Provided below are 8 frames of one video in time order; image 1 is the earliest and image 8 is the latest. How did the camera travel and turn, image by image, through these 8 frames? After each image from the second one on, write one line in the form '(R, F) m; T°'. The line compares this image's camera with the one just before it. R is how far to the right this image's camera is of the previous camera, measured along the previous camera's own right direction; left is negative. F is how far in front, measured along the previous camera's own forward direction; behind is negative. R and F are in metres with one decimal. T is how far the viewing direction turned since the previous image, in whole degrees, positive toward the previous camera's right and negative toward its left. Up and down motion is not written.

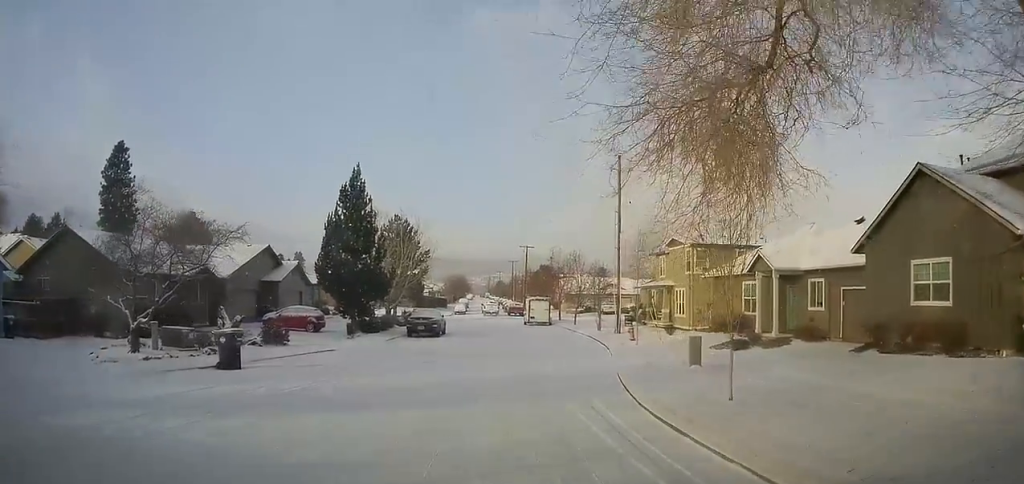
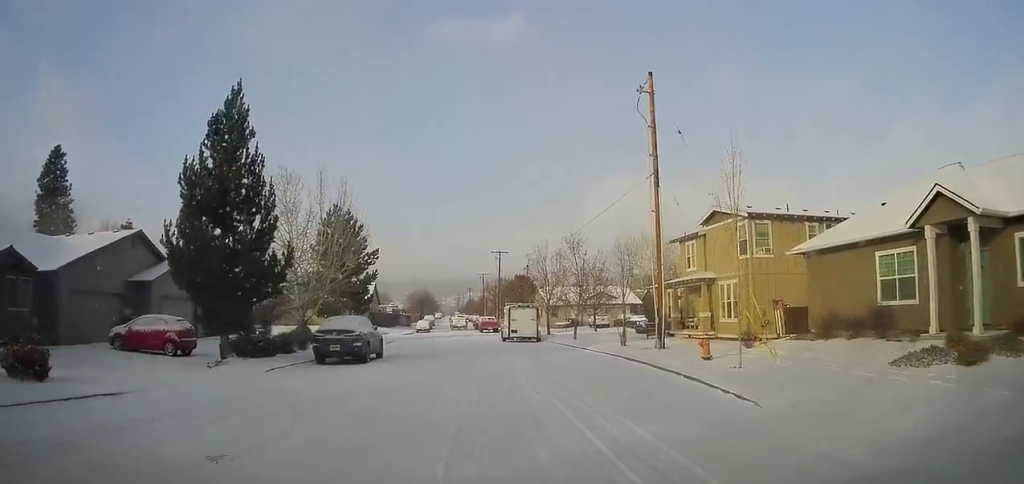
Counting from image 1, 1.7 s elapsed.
(+0.2, +13.0) m; +10°
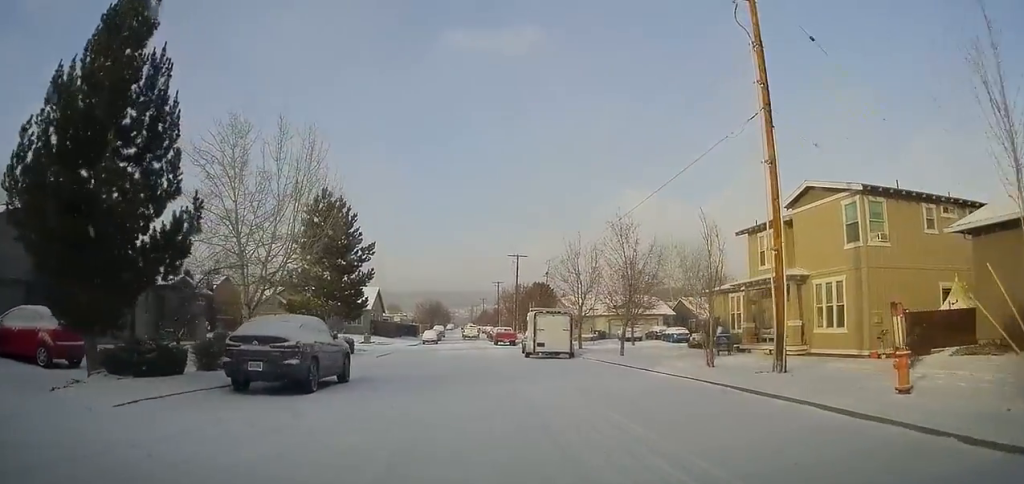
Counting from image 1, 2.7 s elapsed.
(+0.9, +8.1) m; +6°
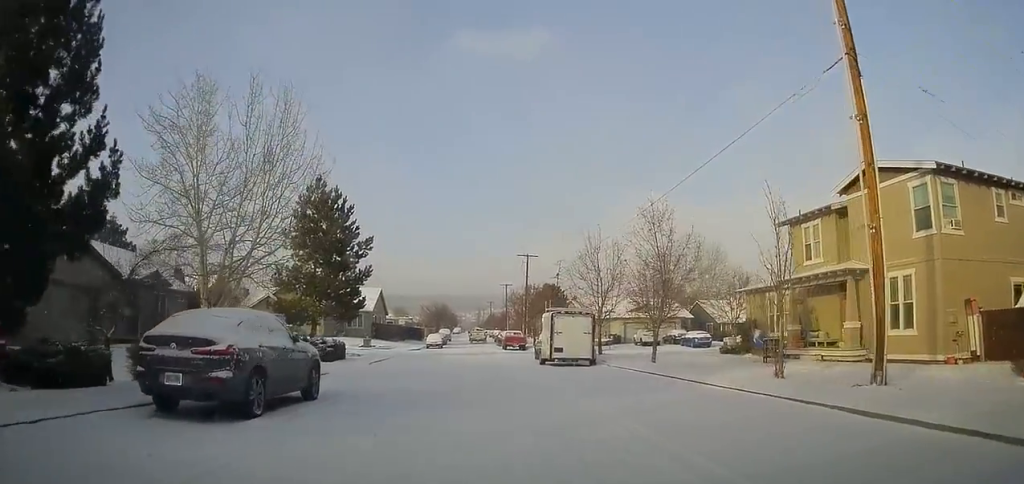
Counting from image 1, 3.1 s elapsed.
(+0.1, +3.8) m; 0°
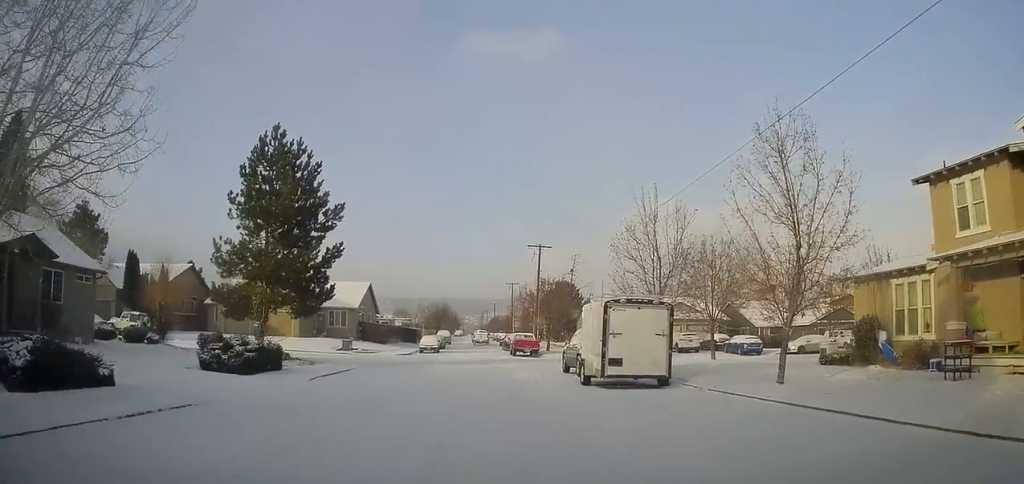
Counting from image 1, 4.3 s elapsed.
(-0.5, +9.9) m; -1°
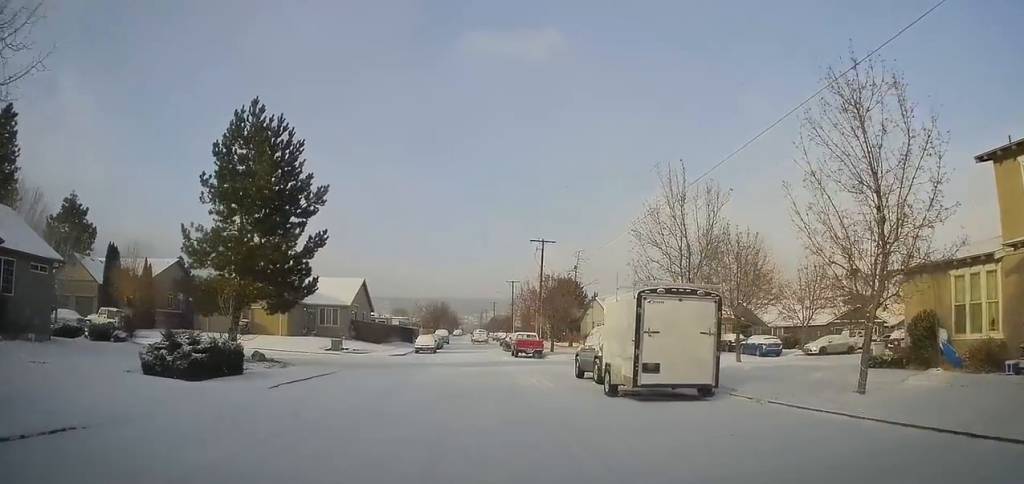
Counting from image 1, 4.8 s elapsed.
(-0.1, +3.3) m; +2°
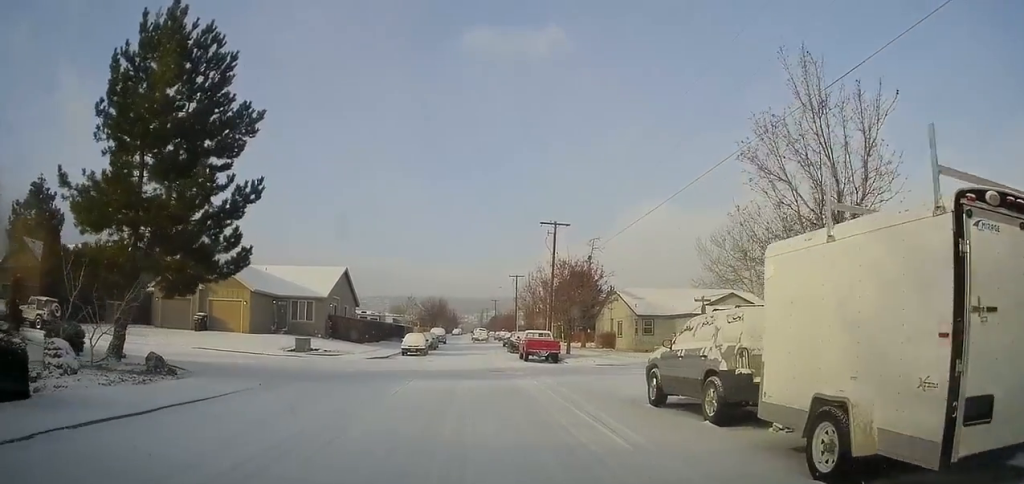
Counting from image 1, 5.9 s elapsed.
(+0.5, +8.9) m; +1°
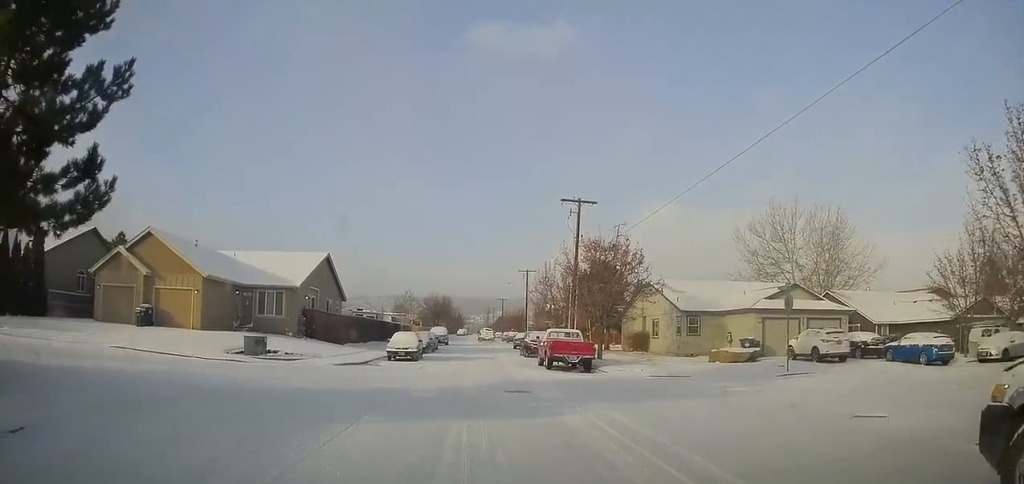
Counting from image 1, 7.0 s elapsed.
(-0.4, +8.8) m; 0°
